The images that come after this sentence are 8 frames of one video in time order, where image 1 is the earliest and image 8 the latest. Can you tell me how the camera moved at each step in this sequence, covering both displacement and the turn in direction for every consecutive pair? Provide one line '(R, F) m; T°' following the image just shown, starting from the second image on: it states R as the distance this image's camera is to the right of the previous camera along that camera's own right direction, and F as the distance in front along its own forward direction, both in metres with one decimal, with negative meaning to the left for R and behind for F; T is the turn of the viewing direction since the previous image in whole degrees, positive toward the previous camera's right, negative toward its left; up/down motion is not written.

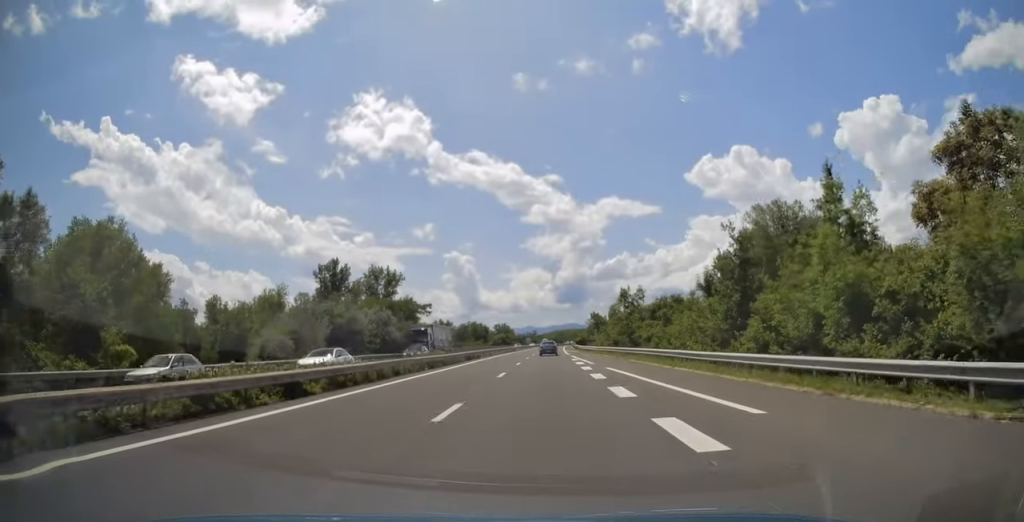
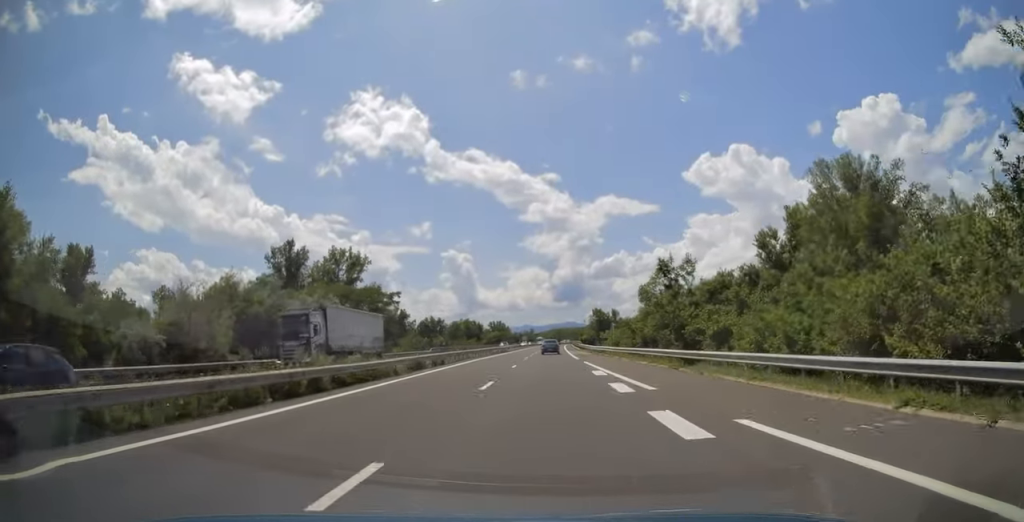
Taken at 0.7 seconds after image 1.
(+0.2, +20.1) m; +1°
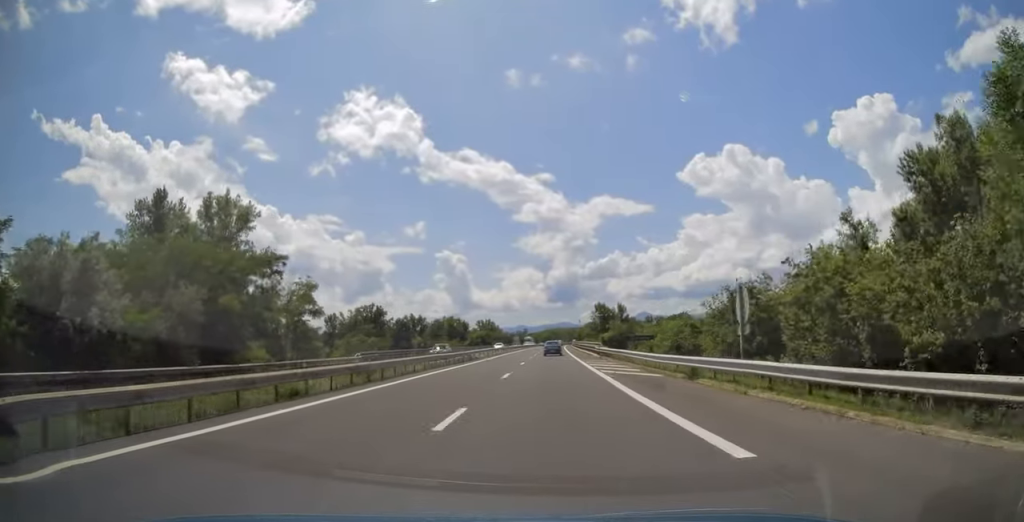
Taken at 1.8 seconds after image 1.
(+0.4, +34.5) m; +1°
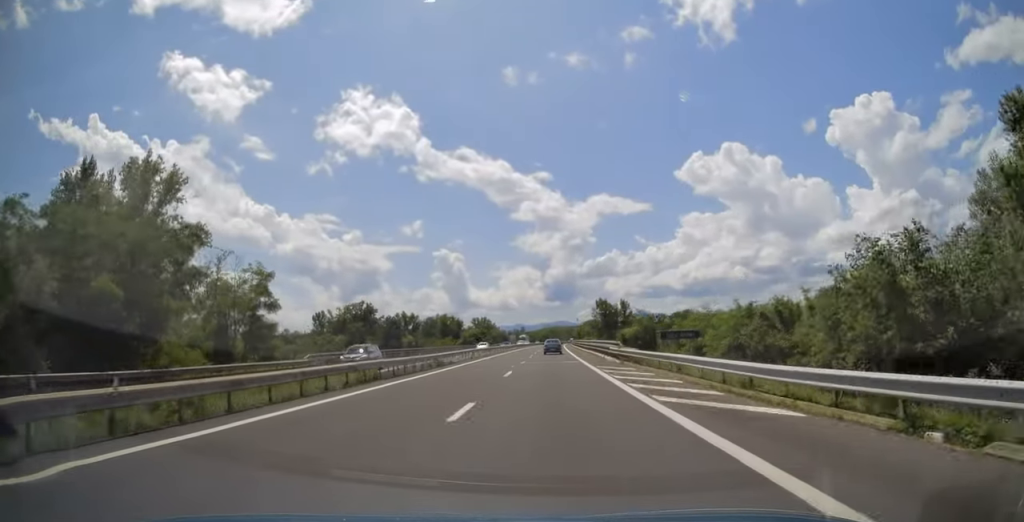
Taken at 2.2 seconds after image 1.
(0.0, +12.4) m; 0°
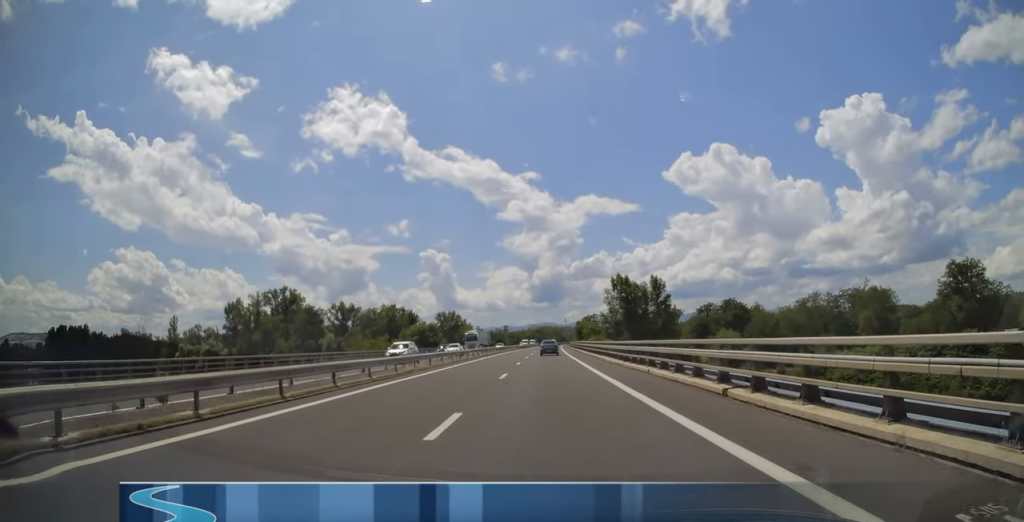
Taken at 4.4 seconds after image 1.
(+0.1, +69.0) m; 0°
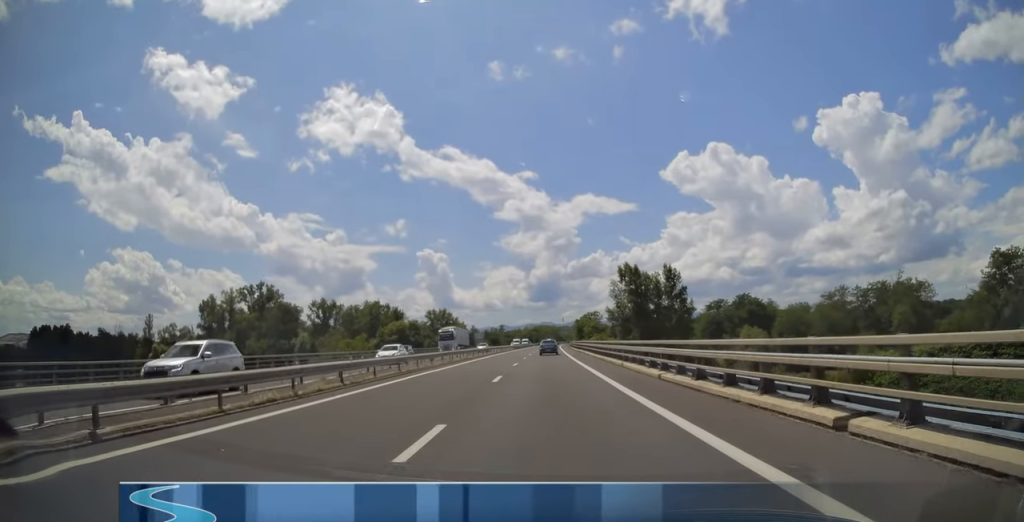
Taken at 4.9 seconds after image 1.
(0.0, +15.0) m; 0°
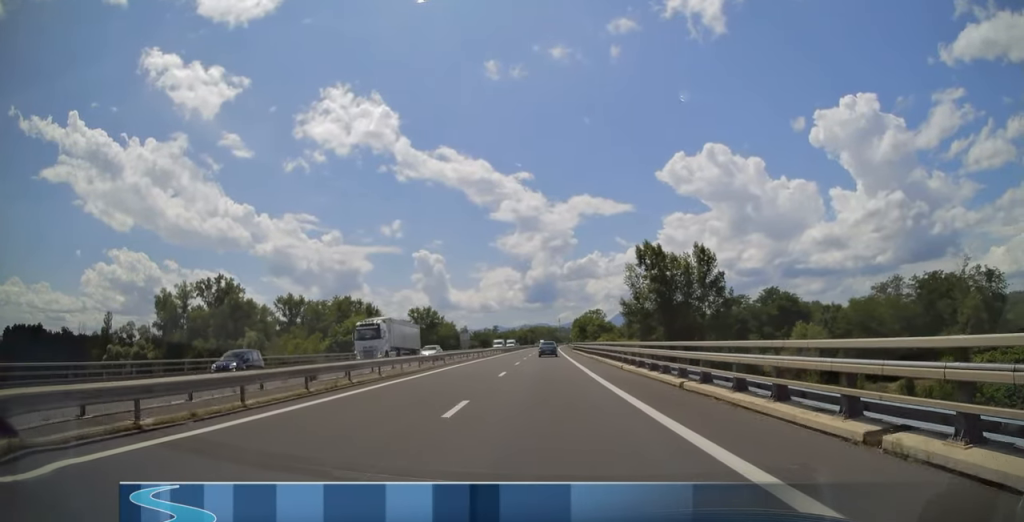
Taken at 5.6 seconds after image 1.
(0.0, +22.7) m; 0°
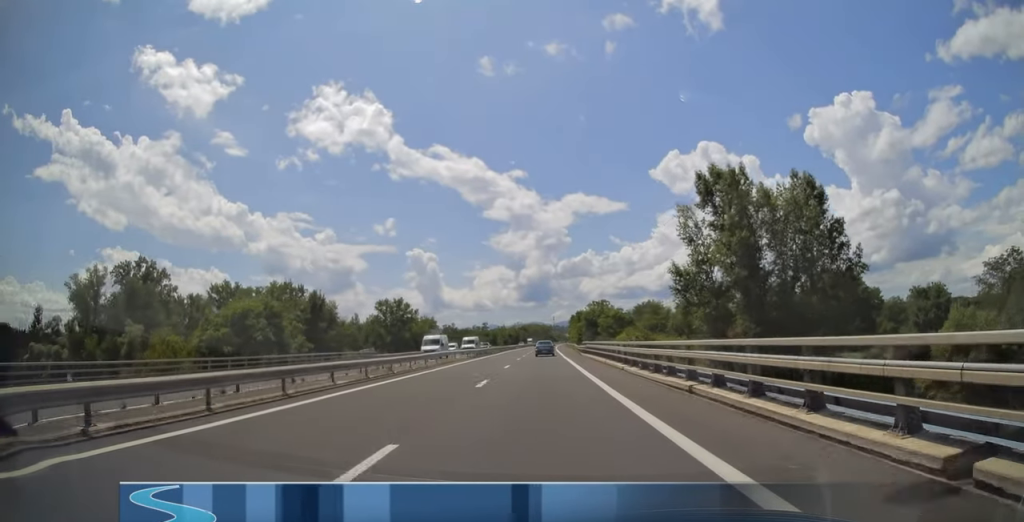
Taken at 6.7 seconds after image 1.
(0.0, +33.0) m; +1°
